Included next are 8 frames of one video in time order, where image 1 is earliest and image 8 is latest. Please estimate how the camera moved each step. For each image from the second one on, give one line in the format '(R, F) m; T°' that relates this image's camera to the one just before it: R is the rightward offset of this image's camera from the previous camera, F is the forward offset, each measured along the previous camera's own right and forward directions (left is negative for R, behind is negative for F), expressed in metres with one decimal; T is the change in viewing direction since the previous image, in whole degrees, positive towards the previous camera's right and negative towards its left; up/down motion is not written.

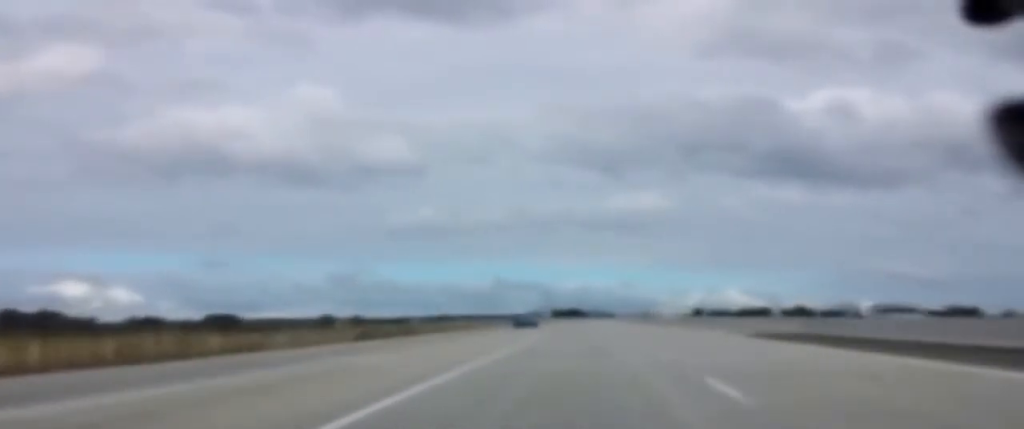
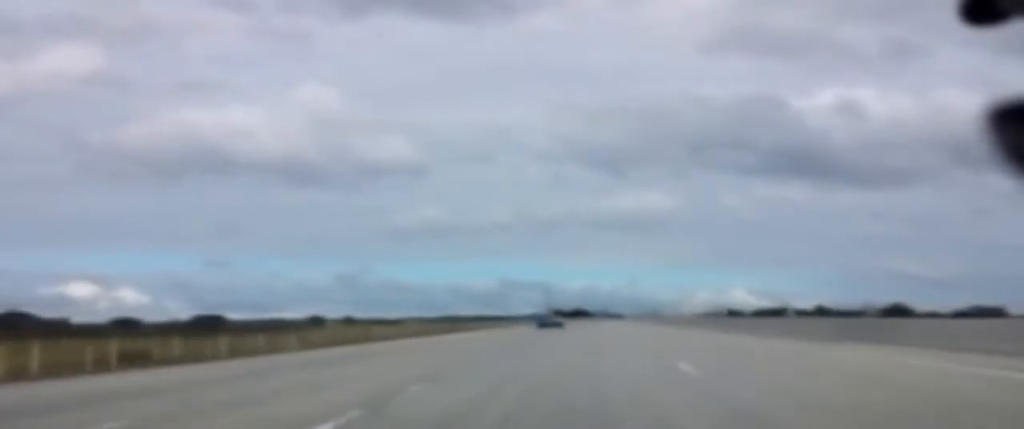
(-0.4, +43.8) m; 0°
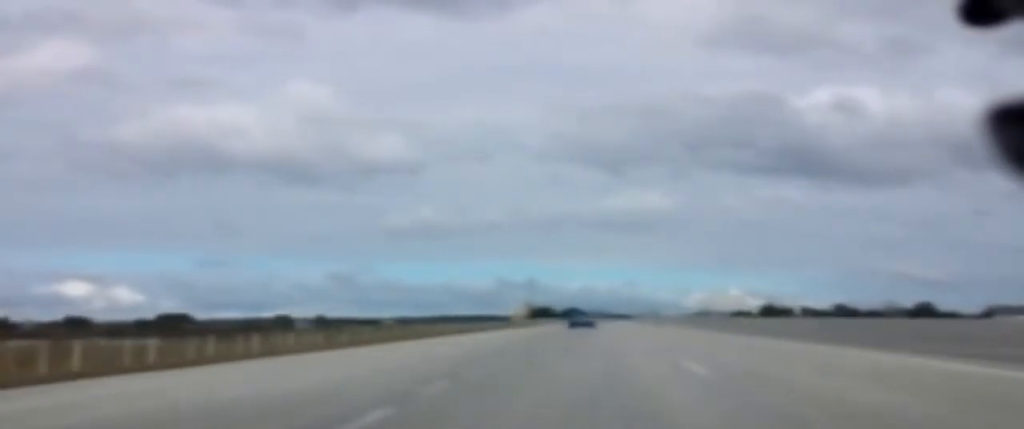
(+0.1, +60.3) m; 0°
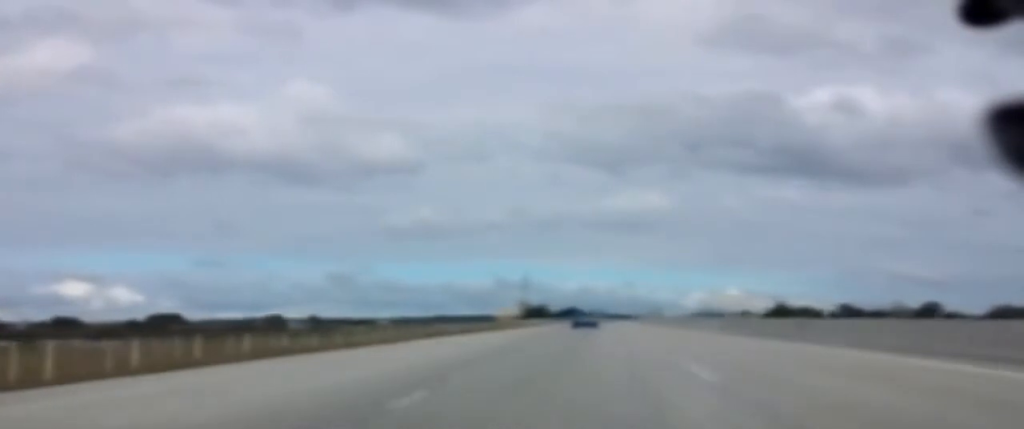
(0.0, +13.1) m; 0°
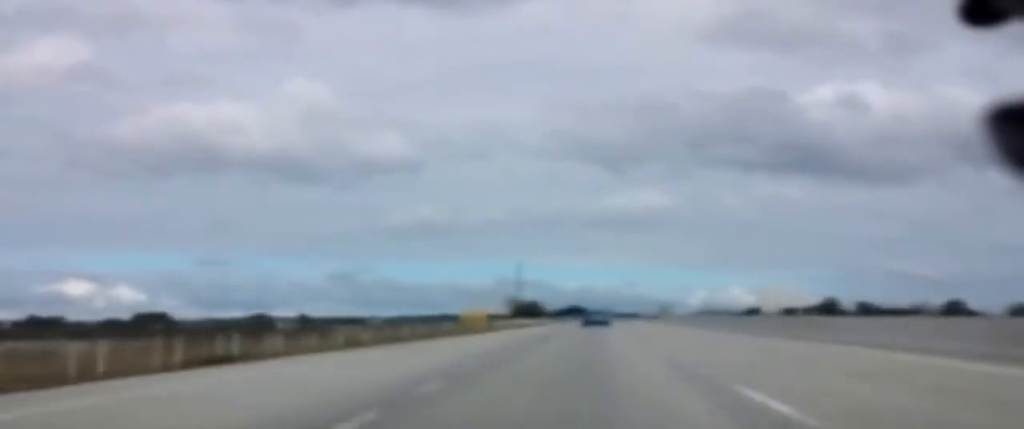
(0.0, +29.5) m; 0°
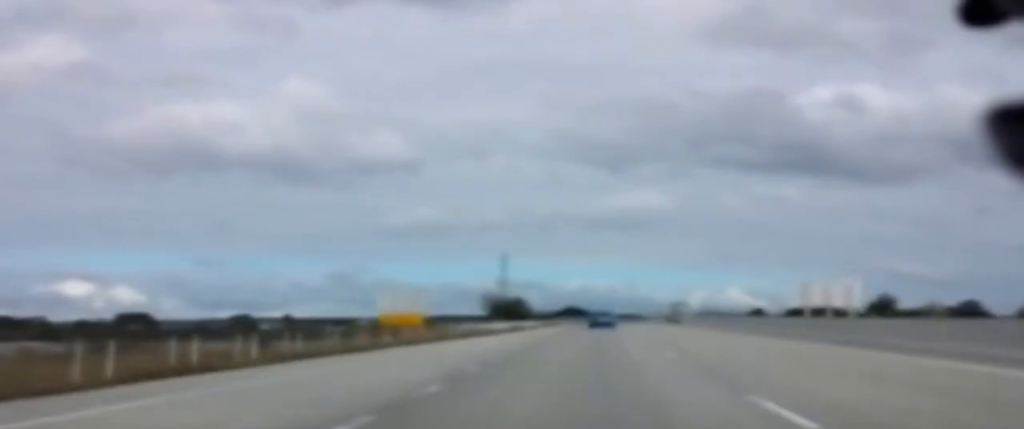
(0.0, +25.5) m; 0°
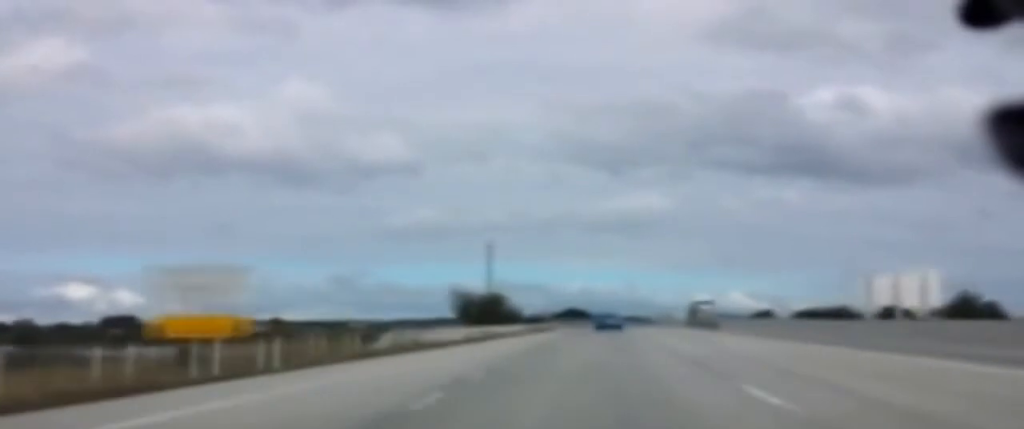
(0.0, +22.5) m; 0°
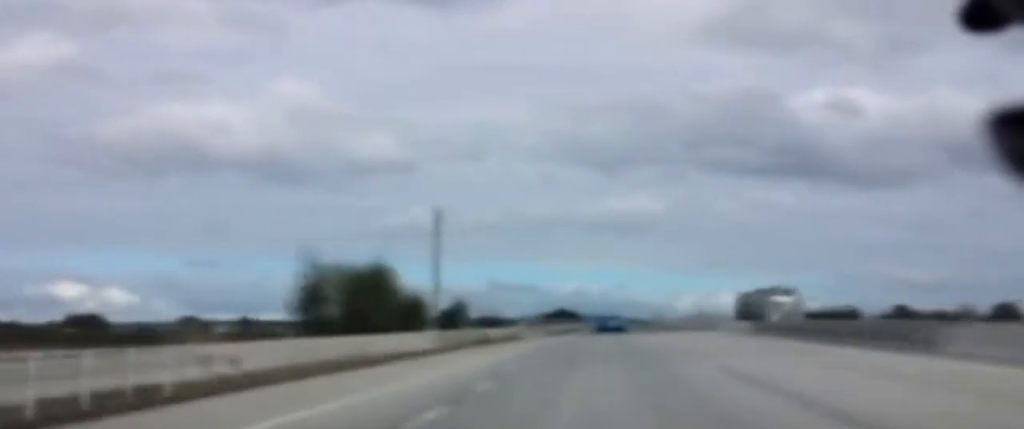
(0.0, +35.7) m; 0°
